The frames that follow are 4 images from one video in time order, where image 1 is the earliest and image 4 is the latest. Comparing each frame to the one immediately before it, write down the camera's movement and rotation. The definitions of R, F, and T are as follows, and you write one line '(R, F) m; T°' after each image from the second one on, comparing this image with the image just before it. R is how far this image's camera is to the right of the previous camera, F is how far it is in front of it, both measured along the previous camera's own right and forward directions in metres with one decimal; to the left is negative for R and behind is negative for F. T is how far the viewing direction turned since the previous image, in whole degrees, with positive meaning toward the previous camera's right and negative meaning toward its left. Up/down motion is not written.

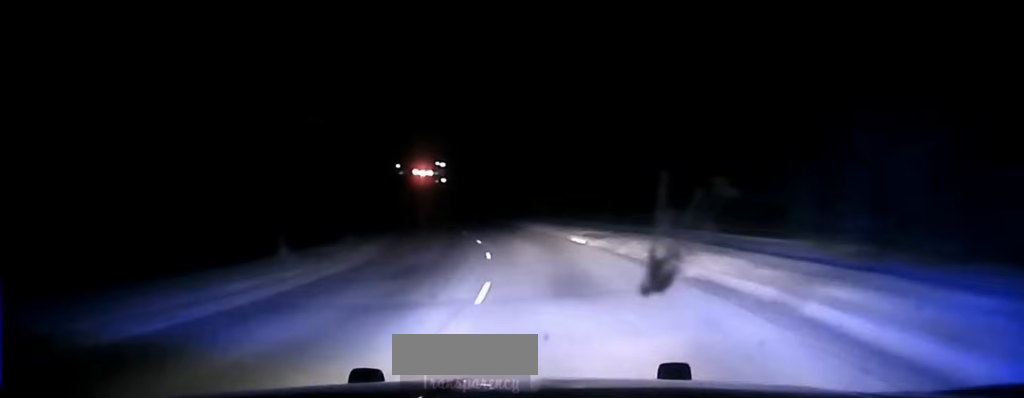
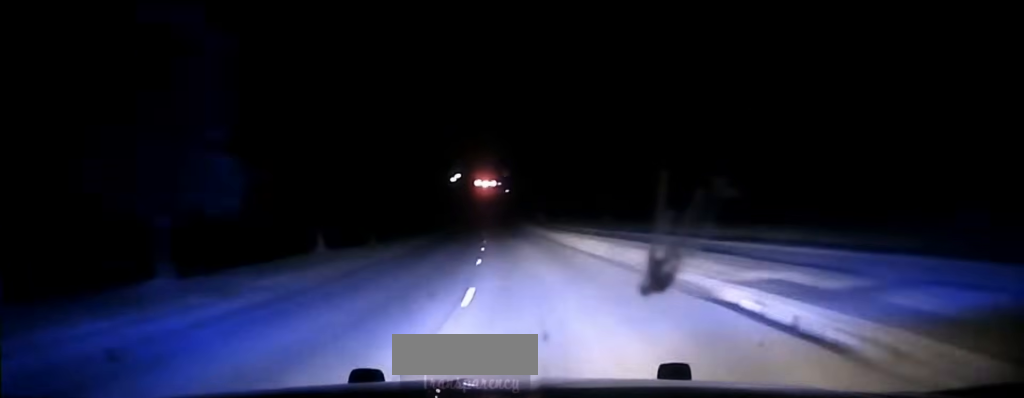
(-0.5, +22.0) m; -3°
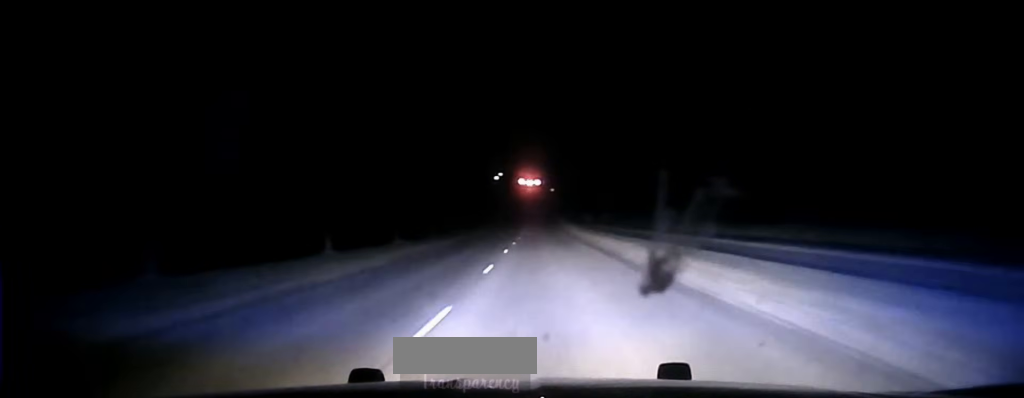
(-0.1, +12.5) m; -2°
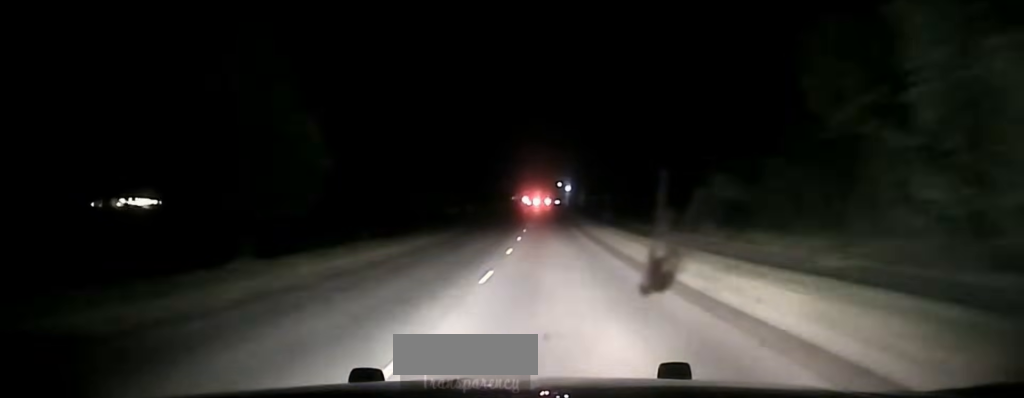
(-9.2, +111.1) m; -5°
